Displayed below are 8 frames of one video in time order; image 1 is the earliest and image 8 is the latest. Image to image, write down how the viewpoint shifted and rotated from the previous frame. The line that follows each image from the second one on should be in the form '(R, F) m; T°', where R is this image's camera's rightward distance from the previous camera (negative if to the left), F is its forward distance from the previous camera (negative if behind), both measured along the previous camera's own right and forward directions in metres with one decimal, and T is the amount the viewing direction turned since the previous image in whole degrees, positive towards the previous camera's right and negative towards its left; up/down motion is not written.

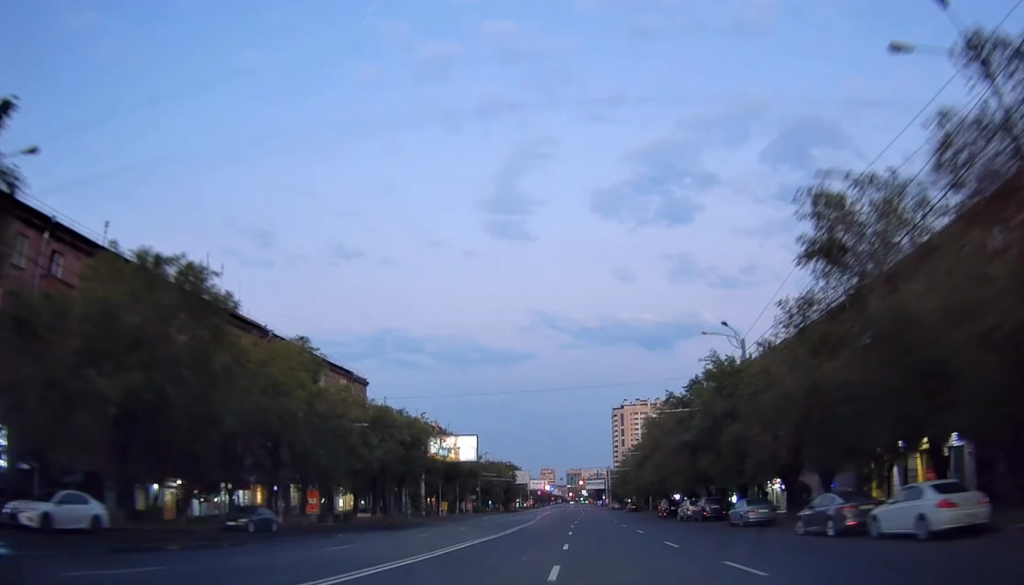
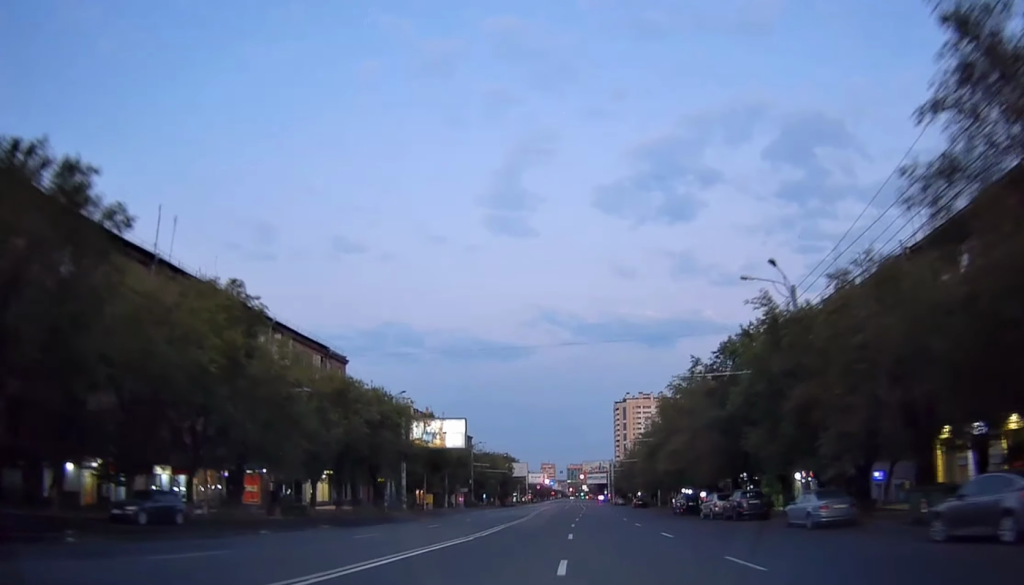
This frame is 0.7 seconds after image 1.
(0.0, +9.7) m; 0°
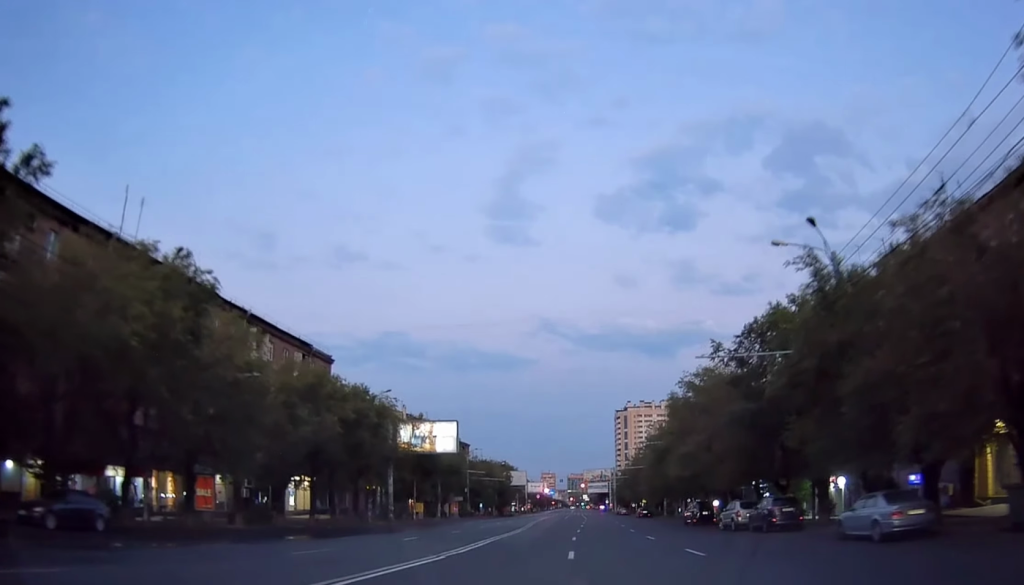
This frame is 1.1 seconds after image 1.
(+0.1, +5.6) m; 0°
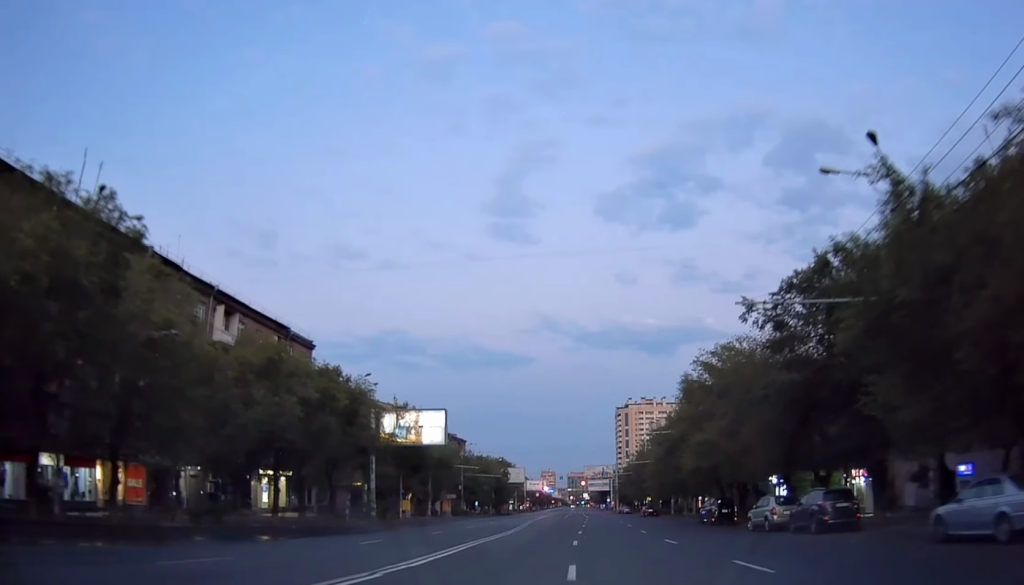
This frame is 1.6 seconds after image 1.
(0.0, +6.3) m; 0°
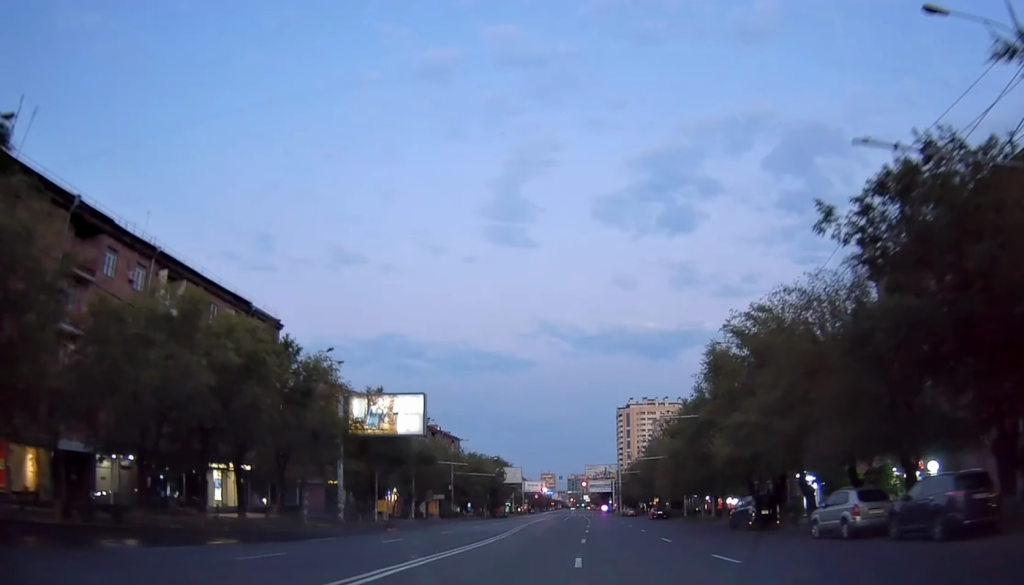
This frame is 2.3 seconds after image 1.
(-0.2, +9.4) m; +1°
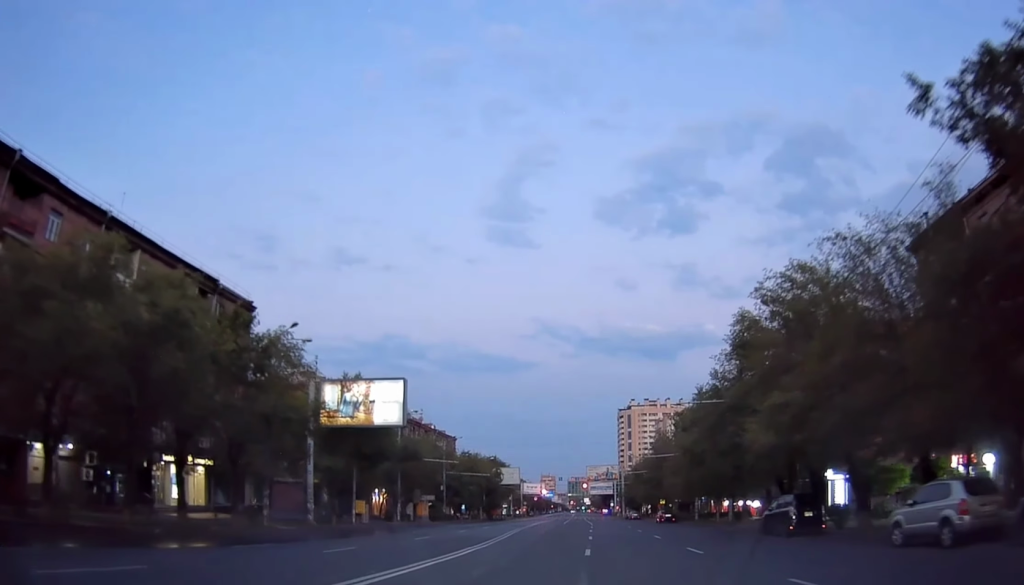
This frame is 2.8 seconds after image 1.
(+0.3, +6.6) m; +1°
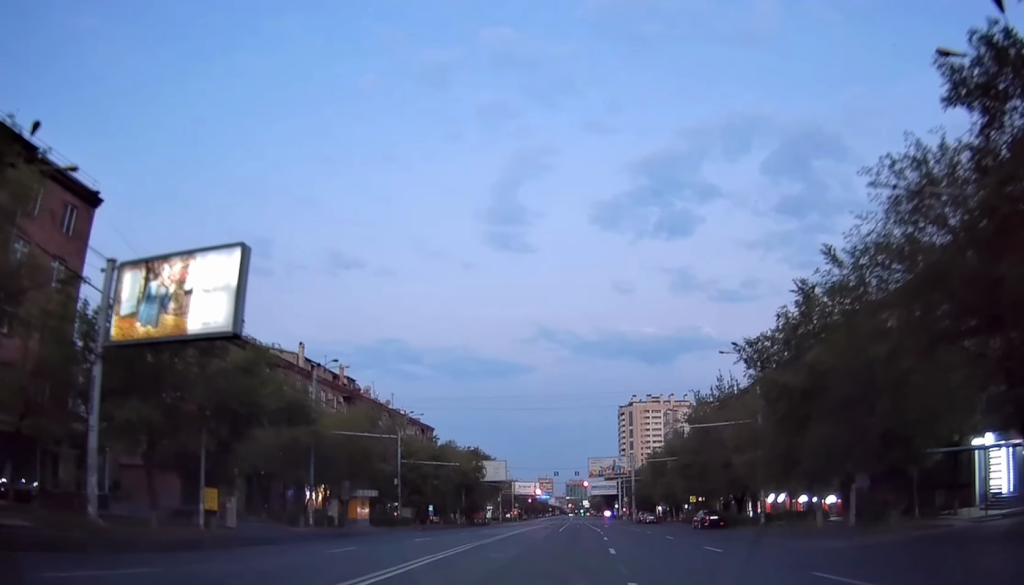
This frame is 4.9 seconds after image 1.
(-0.3, +24.5) m; -1°
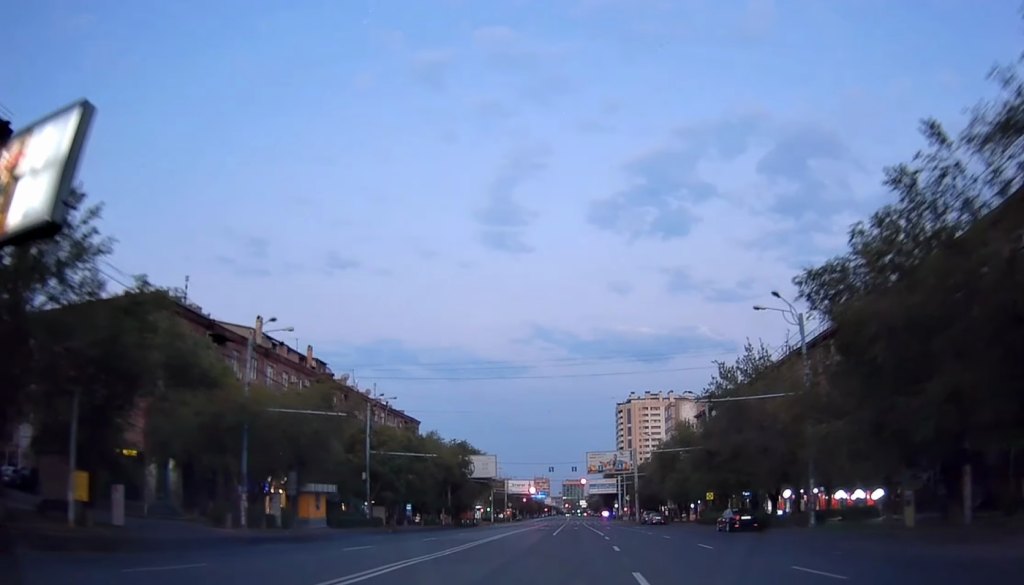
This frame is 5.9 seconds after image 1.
(+0.1, +10.4) m; +2°
